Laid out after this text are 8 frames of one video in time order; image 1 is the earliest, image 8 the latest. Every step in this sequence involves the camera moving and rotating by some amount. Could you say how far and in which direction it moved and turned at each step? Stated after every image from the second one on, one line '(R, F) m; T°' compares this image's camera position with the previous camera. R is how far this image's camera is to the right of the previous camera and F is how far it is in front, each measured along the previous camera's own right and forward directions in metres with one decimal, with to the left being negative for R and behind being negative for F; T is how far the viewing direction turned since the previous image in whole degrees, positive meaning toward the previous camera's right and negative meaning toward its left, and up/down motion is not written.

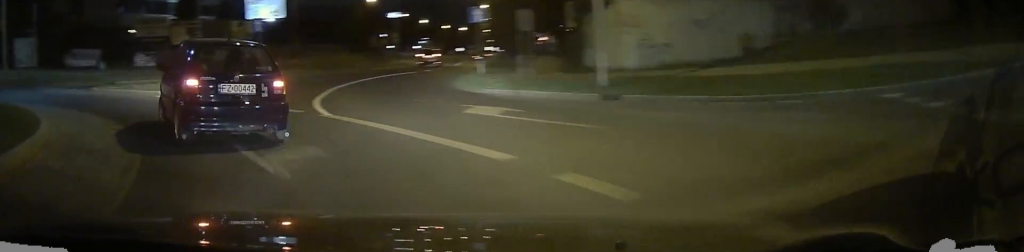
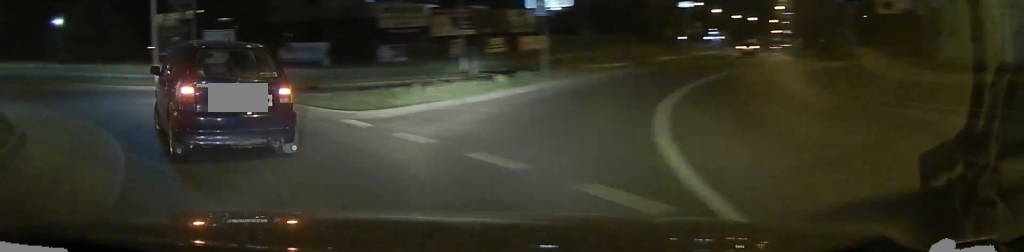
(-1.6, +6.7) m; -29°
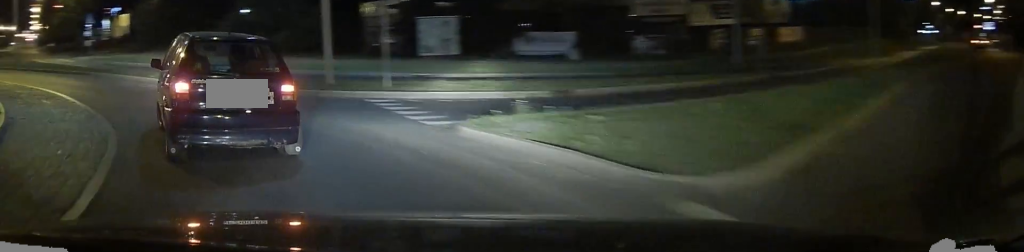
(-1.2, +5.5) m; -21°
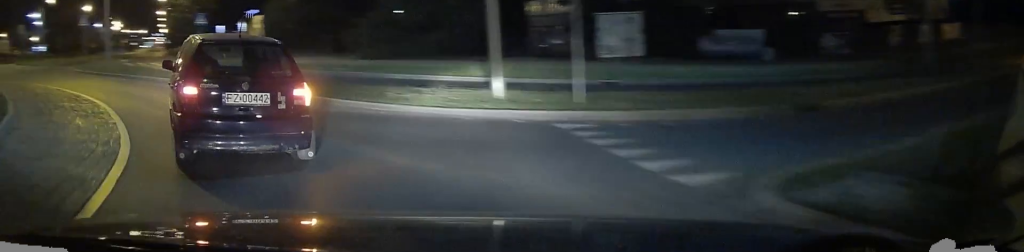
(-0.4, +3.9) m; -12°
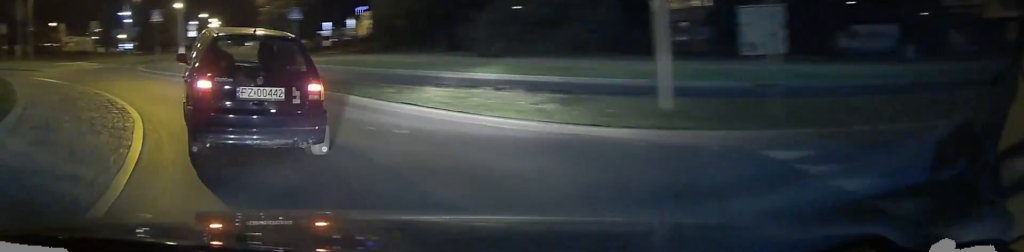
(-0.3, +2.8) m; -7°
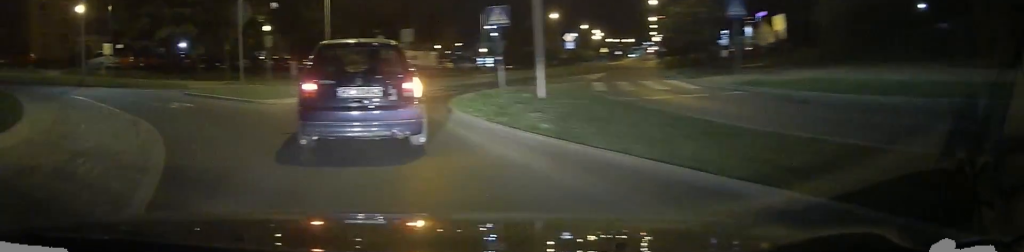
(-2.7, +9.9) m; -33°
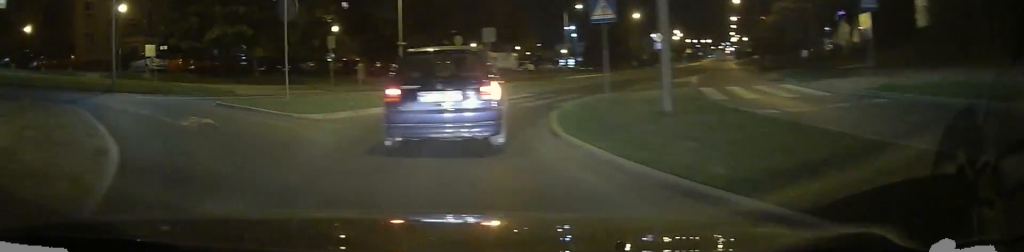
(-0.4, +3.3) m; -9°
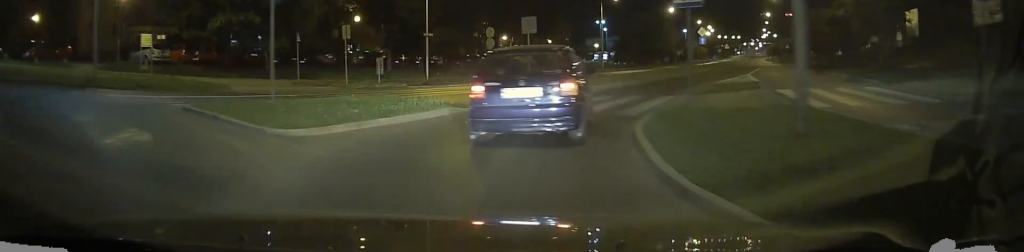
(-0.3, +3.7) m; -6°
